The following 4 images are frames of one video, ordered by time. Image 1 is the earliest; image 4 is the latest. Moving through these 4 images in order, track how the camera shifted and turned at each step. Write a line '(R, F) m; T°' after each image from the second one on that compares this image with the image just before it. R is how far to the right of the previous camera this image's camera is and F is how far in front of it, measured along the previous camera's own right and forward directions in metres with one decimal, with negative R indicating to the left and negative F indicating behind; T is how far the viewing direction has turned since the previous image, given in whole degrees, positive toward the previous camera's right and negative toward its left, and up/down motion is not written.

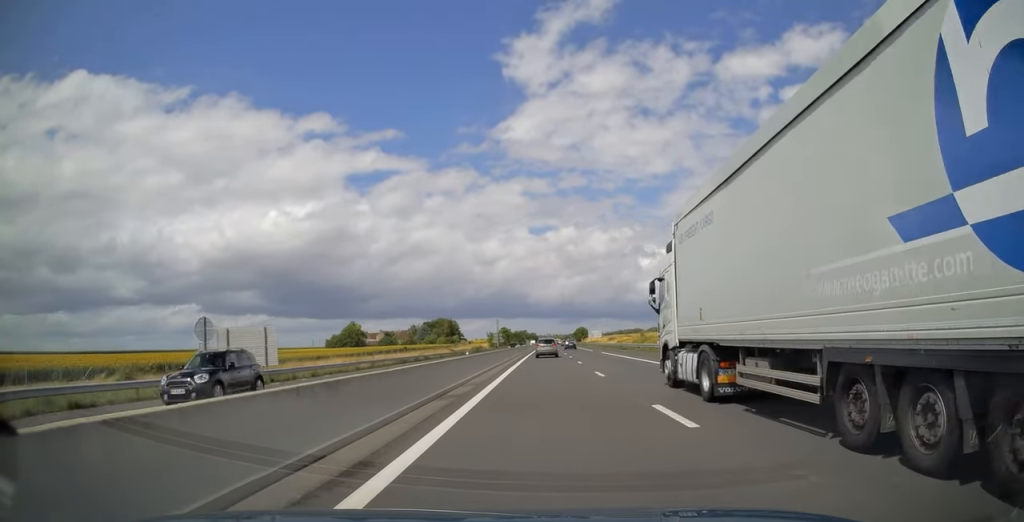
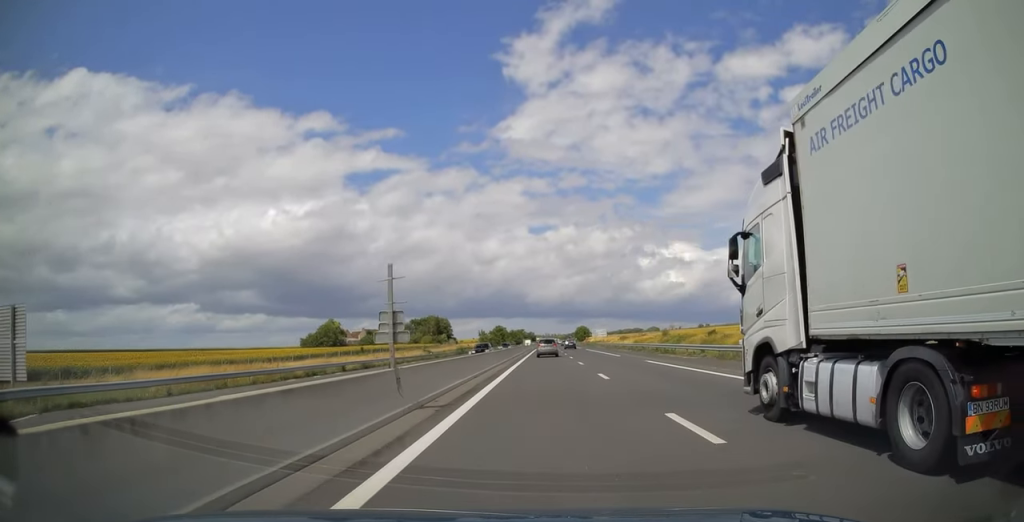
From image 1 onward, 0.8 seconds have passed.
(0.0, +27.2) m; 0°
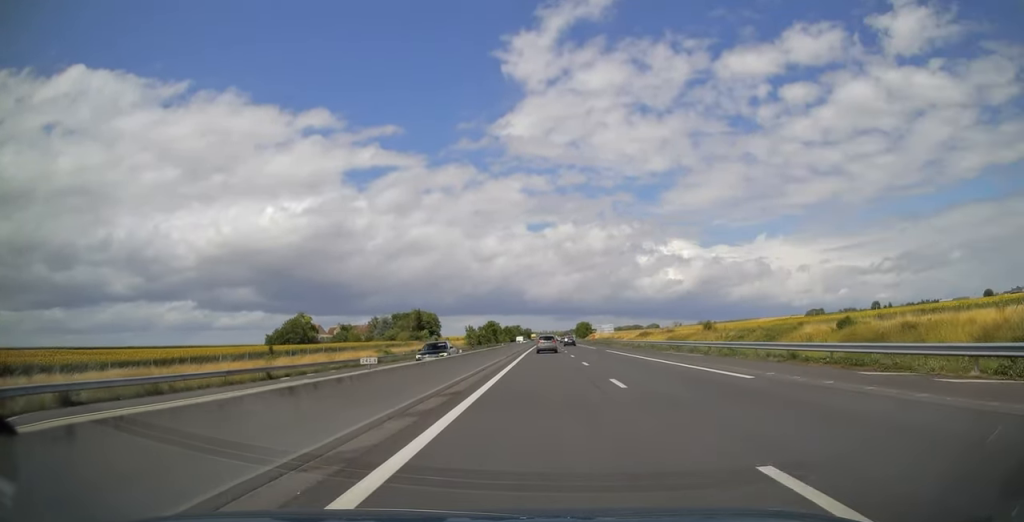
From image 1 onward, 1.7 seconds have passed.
(0.0, +30.5) m; 0°
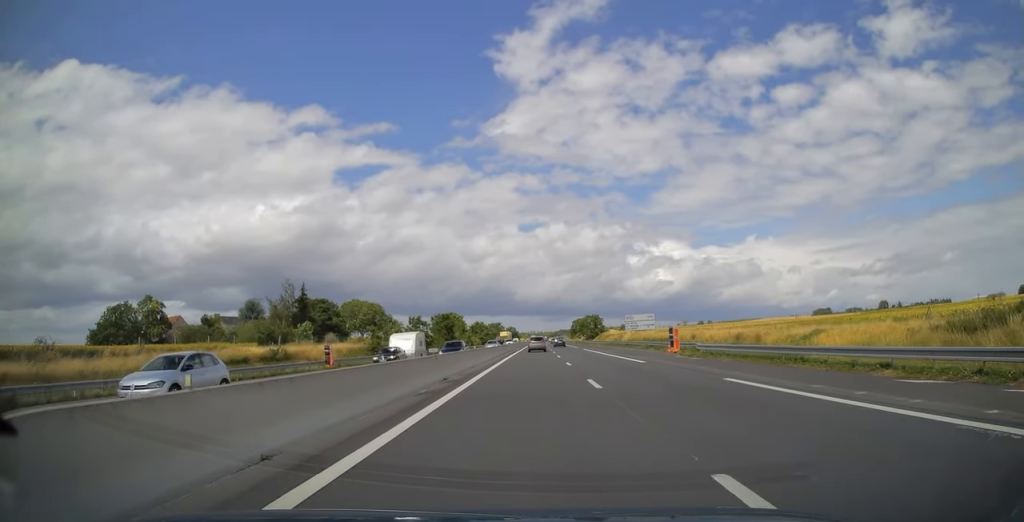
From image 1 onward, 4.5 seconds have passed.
(+0.6, +90.6) m; +1°
